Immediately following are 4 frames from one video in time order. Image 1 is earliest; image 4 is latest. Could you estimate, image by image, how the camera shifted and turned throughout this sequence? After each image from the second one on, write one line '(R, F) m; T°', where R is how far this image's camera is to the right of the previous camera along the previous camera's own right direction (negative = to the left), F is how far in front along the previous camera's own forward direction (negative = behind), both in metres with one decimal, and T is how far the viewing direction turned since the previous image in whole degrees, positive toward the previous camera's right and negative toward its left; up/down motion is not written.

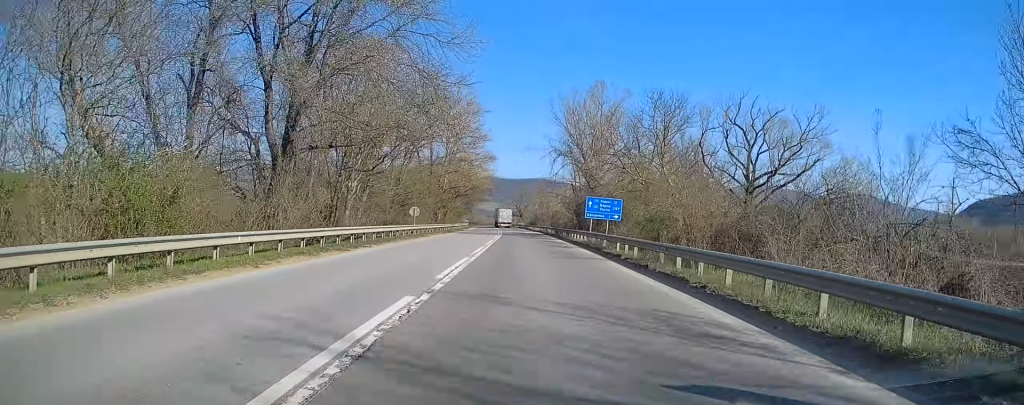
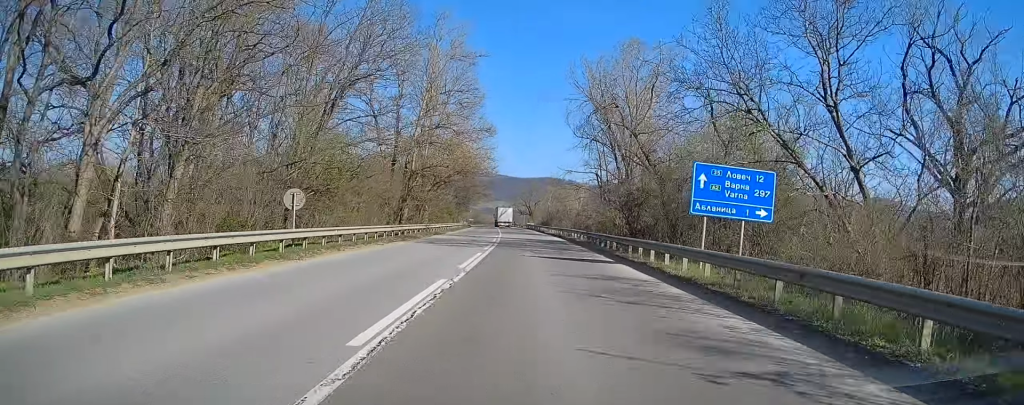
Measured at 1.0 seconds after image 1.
(+0.3, +24.3) m; 0°
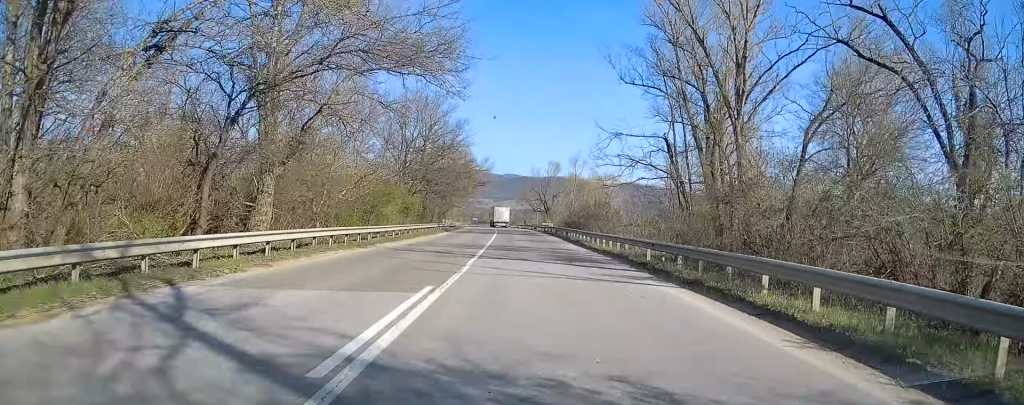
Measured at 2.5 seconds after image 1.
(-0.4, +37.2) m; -1°
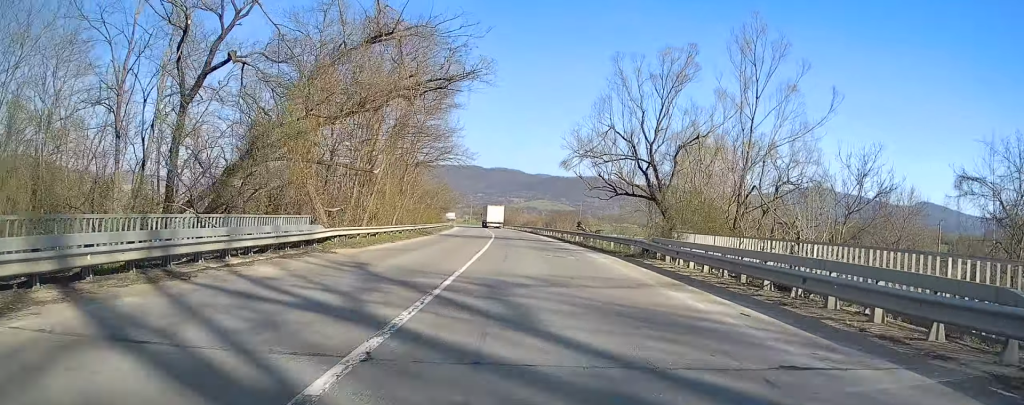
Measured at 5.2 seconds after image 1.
(-1.1, +67.1) m; -2°
